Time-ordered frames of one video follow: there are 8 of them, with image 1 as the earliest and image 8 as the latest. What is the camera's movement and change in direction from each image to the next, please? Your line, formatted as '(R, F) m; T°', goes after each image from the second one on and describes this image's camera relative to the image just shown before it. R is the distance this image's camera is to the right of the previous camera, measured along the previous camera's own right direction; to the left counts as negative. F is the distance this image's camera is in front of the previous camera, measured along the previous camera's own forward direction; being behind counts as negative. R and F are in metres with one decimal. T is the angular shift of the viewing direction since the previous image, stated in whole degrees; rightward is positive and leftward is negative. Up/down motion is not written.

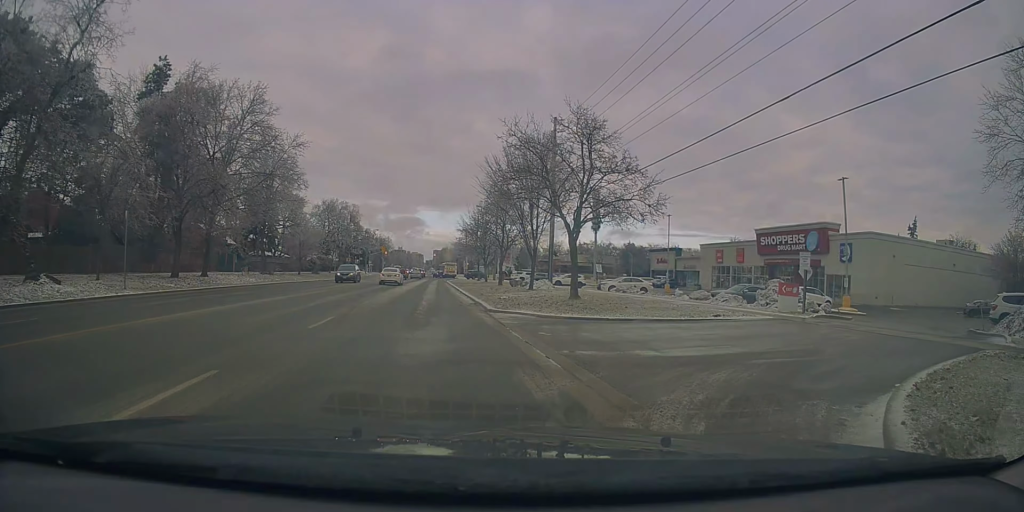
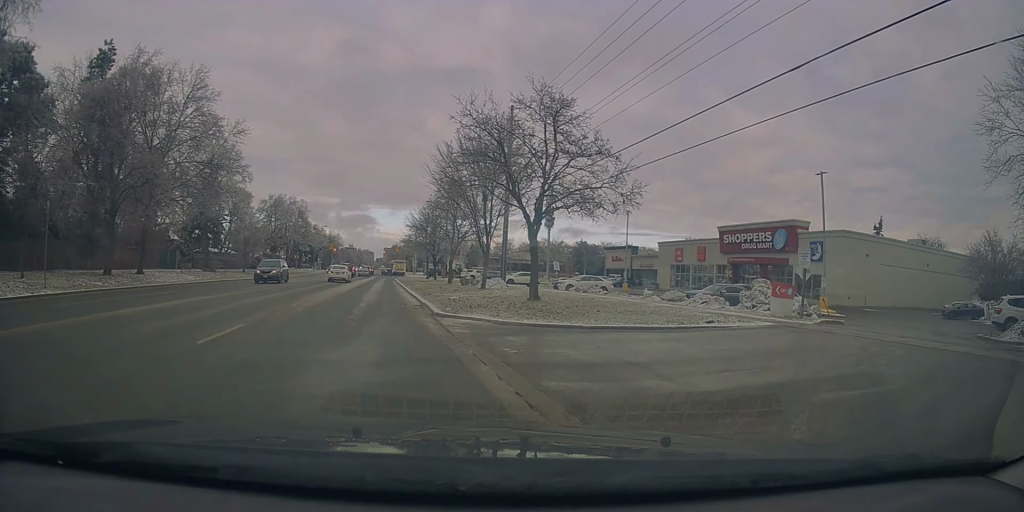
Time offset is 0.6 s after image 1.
(+0.2, +4.2) m; +3°
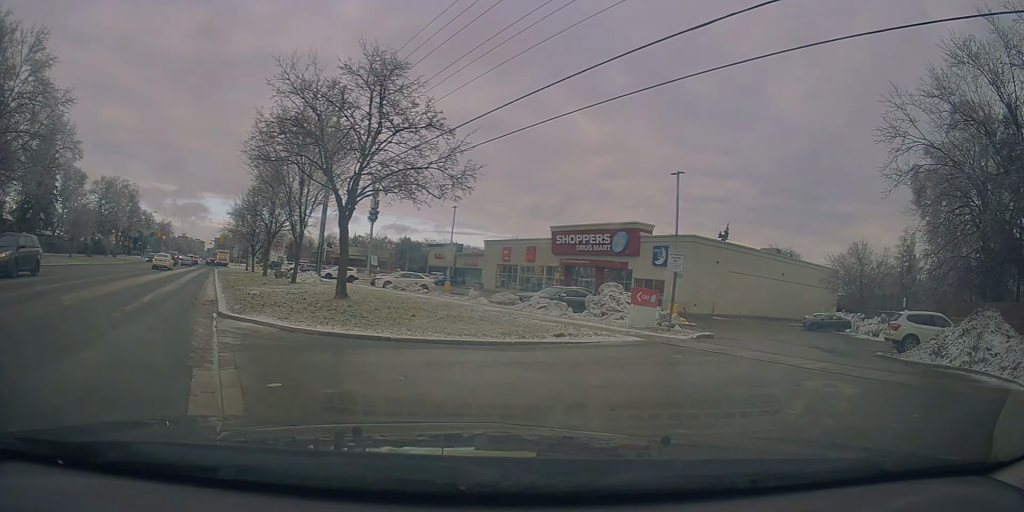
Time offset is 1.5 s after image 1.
(+0.3, +5.6) m; +9°
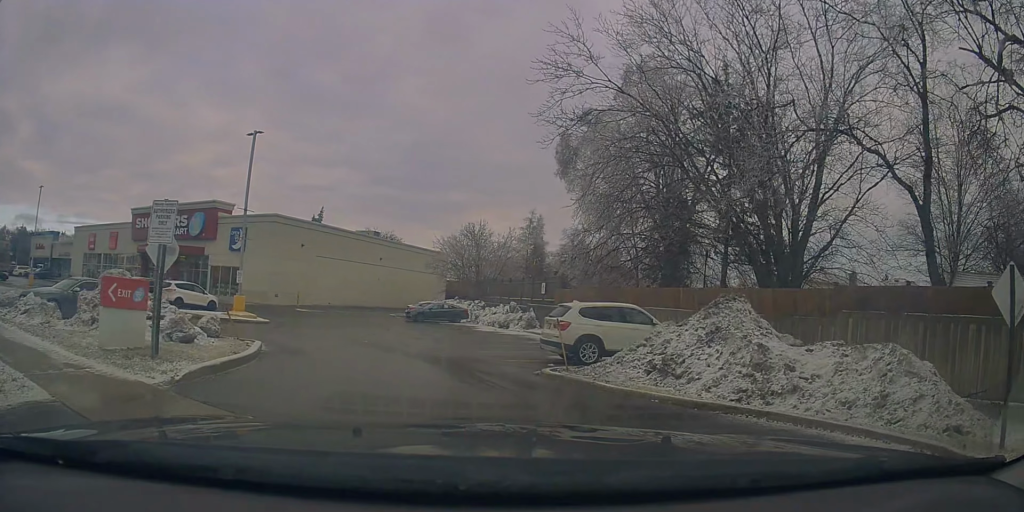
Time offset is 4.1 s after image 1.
(+3.3, +6.8) m; +53°
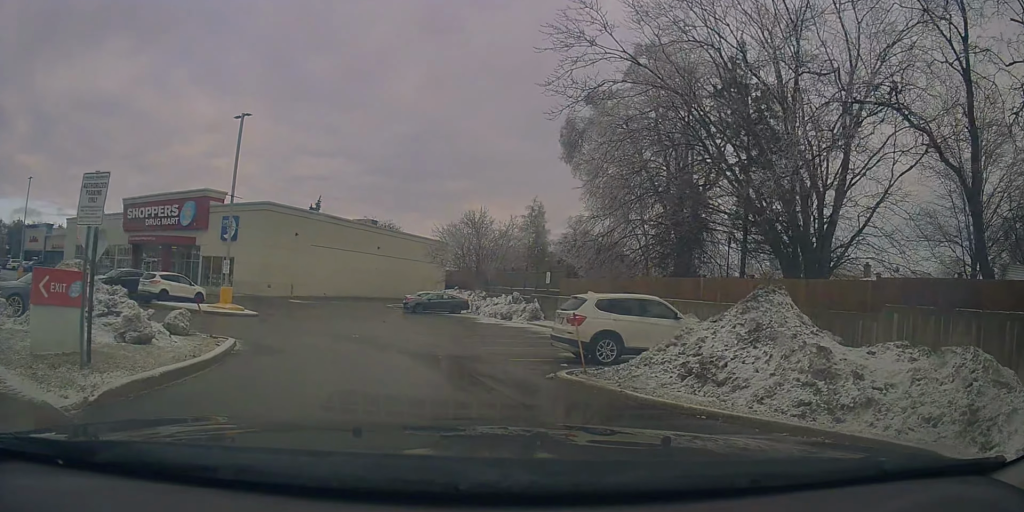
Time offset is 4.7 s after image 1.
(-0.1, +1.6) m; +4°
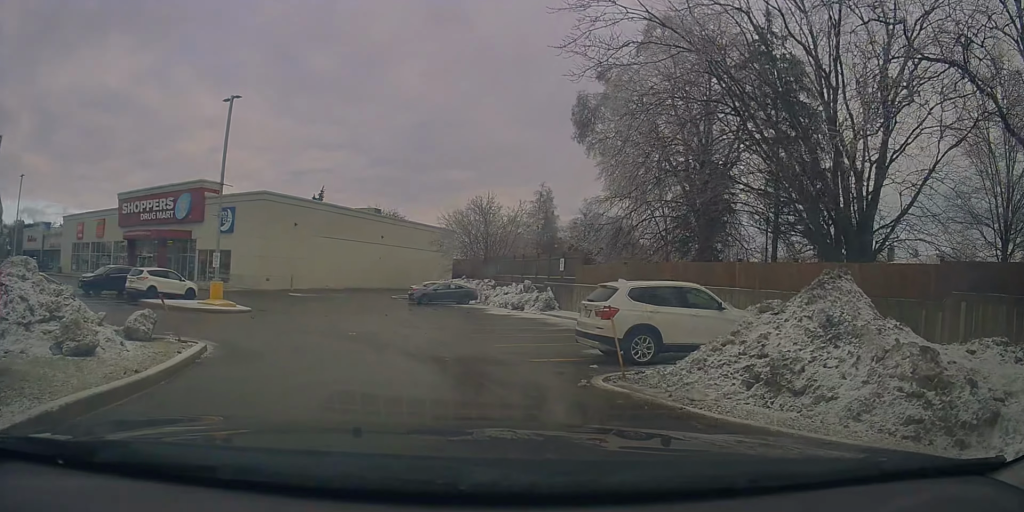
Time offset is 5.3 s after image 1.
(0.0, +1.7) m; +4°
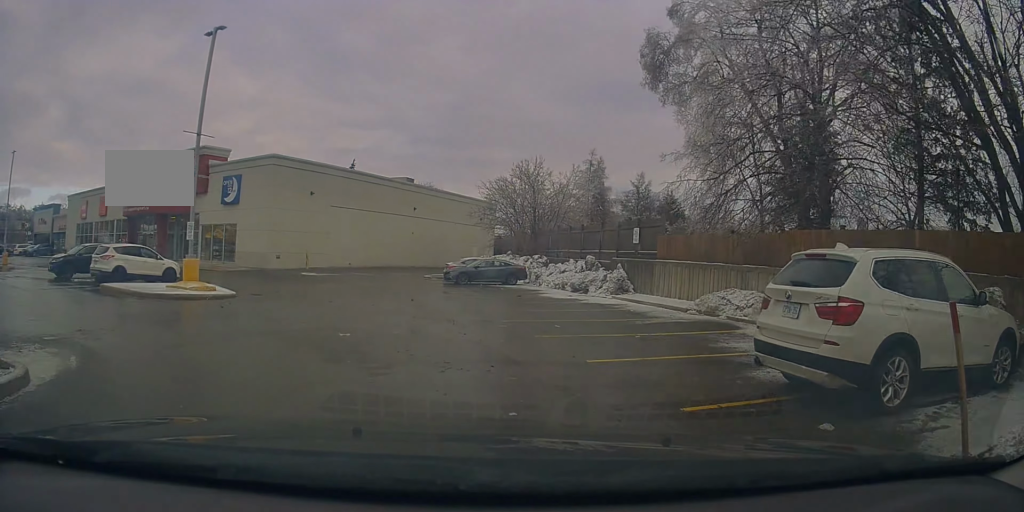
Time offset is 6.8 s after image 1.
(+0.7, +5.2) m; 0°
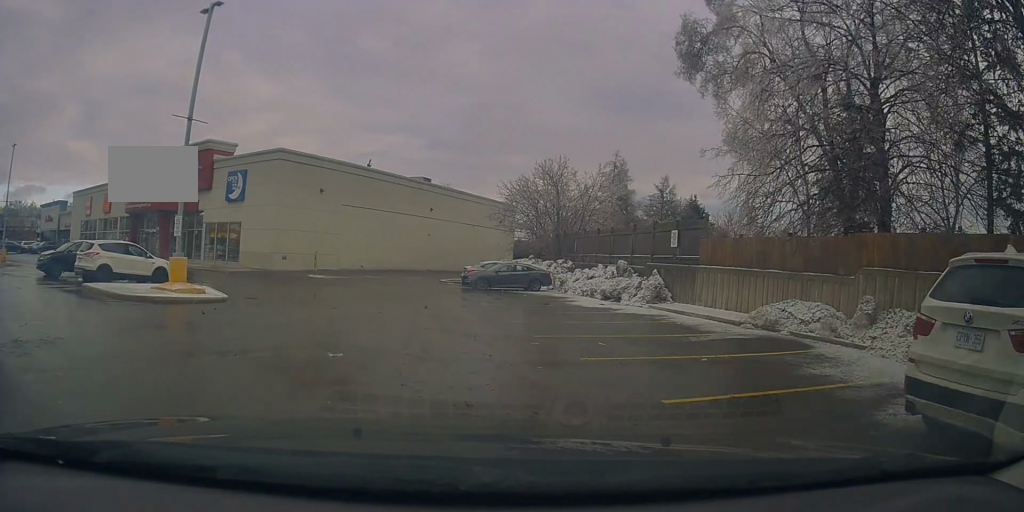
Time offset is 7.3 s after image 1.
(-0.1, +1.9) m; -5°
